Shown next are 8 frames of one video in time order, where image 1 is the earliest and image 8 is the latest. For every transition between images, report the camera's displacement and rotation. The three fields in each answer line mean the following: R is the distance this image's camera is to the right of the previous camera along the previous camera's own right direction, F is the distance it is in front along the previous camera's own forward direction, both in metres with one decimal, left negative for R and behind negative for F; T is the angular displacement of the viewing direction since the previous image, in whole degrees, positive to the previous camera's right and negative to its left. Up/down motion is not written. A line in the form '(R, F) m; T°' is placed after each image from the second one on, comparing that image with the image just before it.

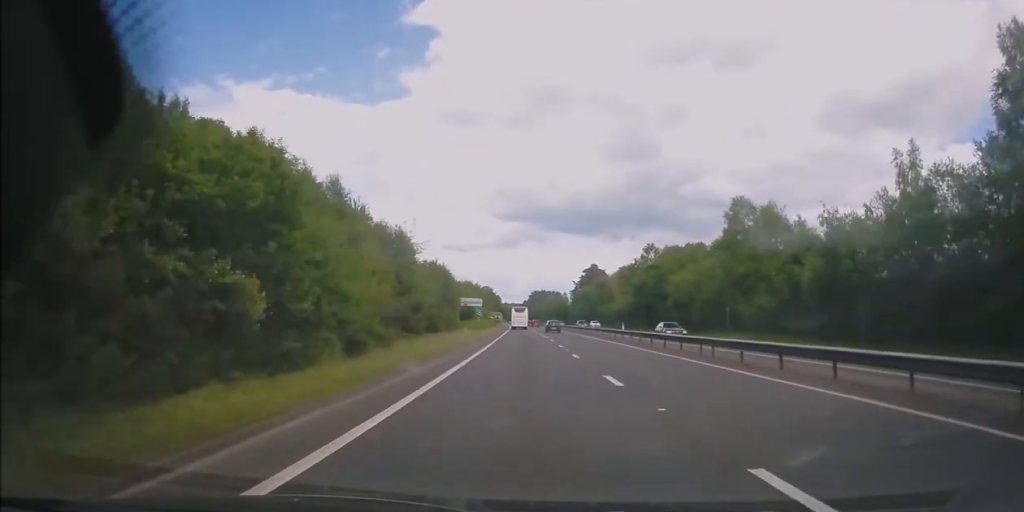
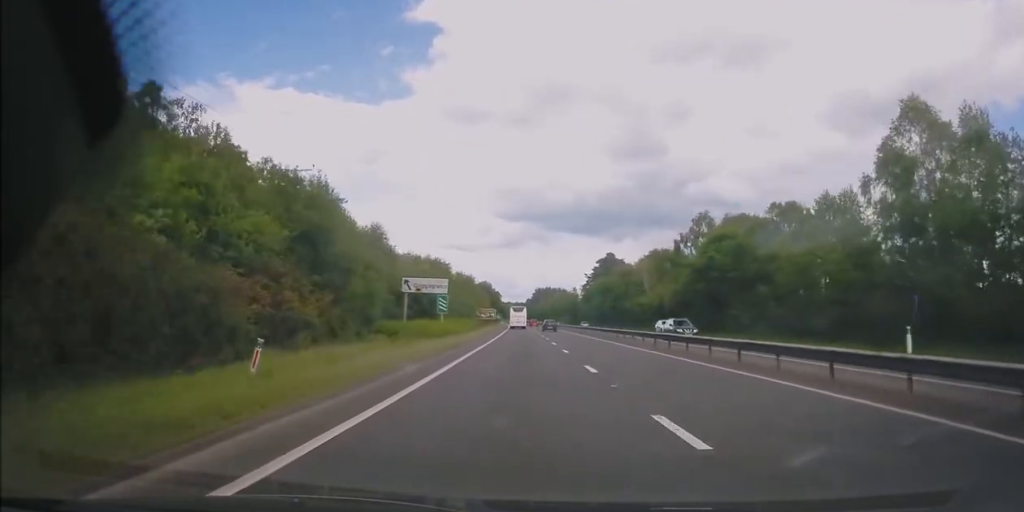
(-0.4, +33.7) m; -1°
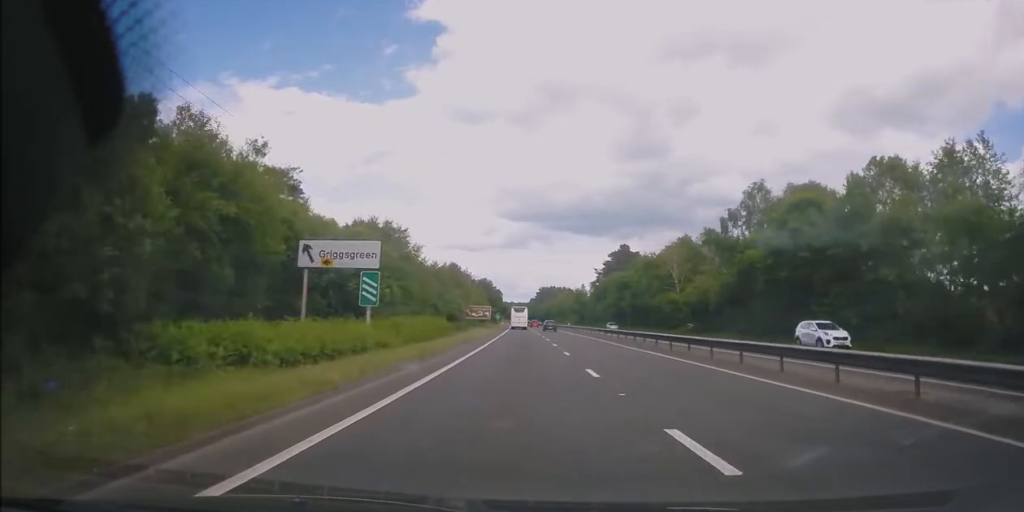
(-0.2, +20.5) m; 0°
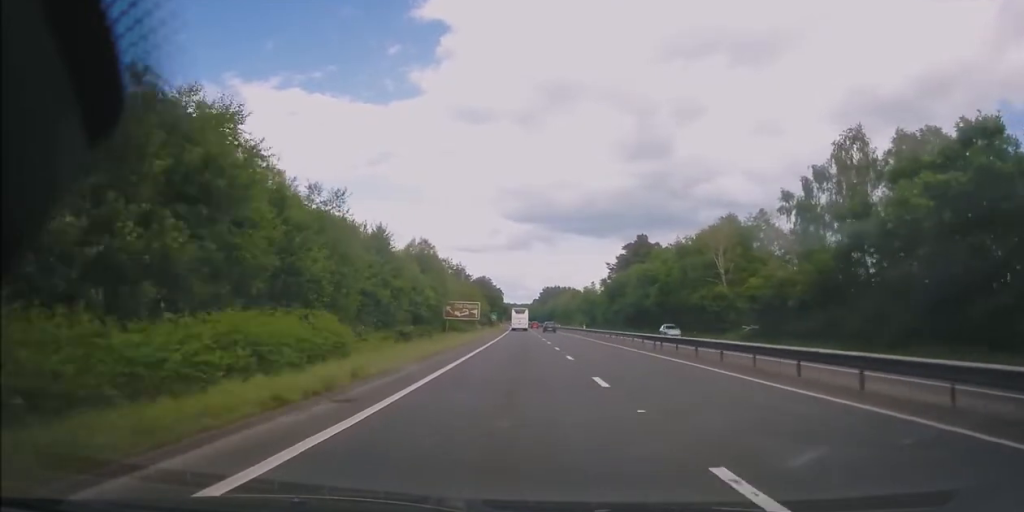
(+0.3, +20.3) m; +1°
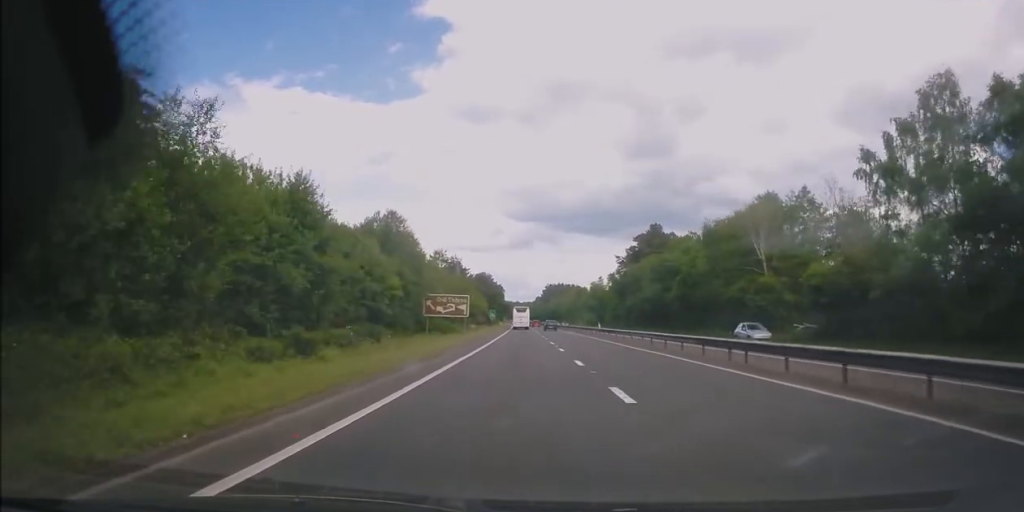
(0.0, +11.9) m; 0°
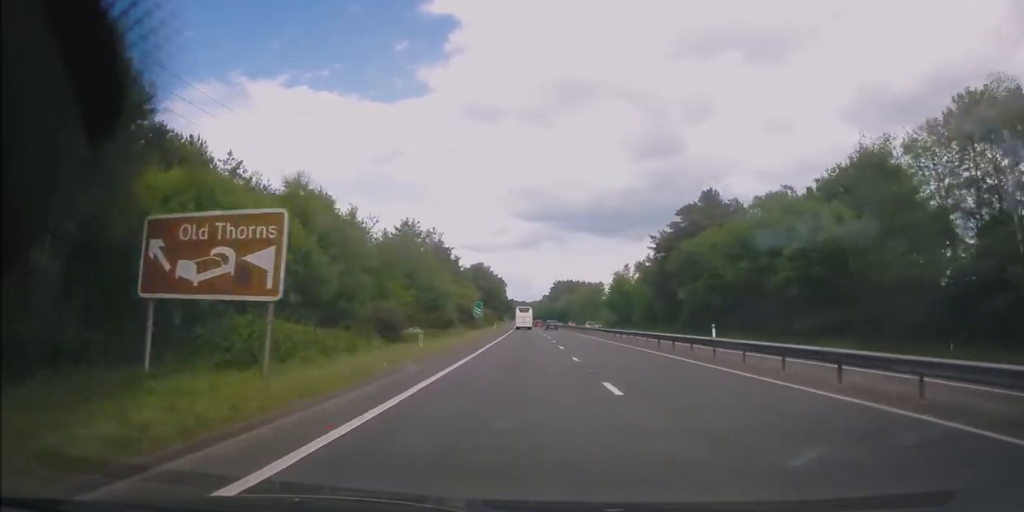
(-0.4, +33.2) m; -1°
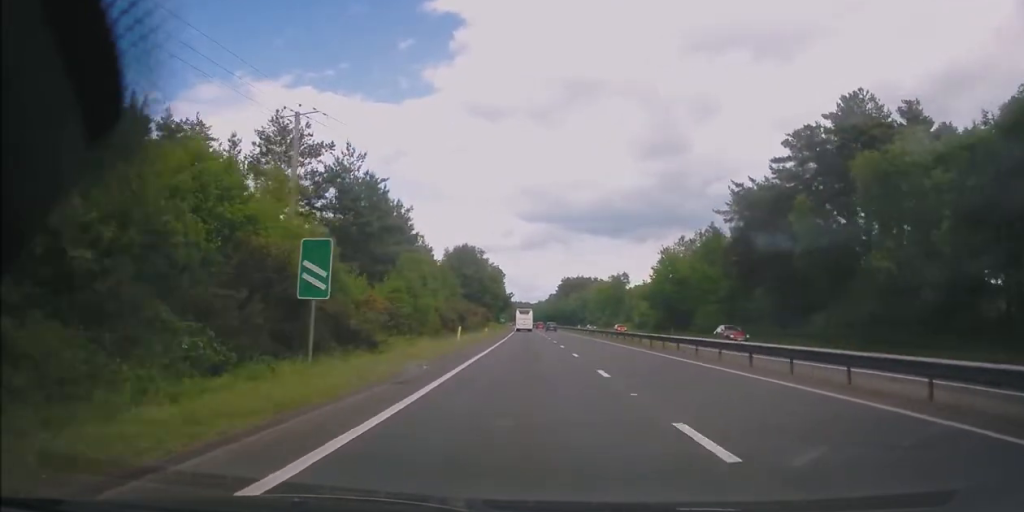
(-0.2, +41.7) m; 0°
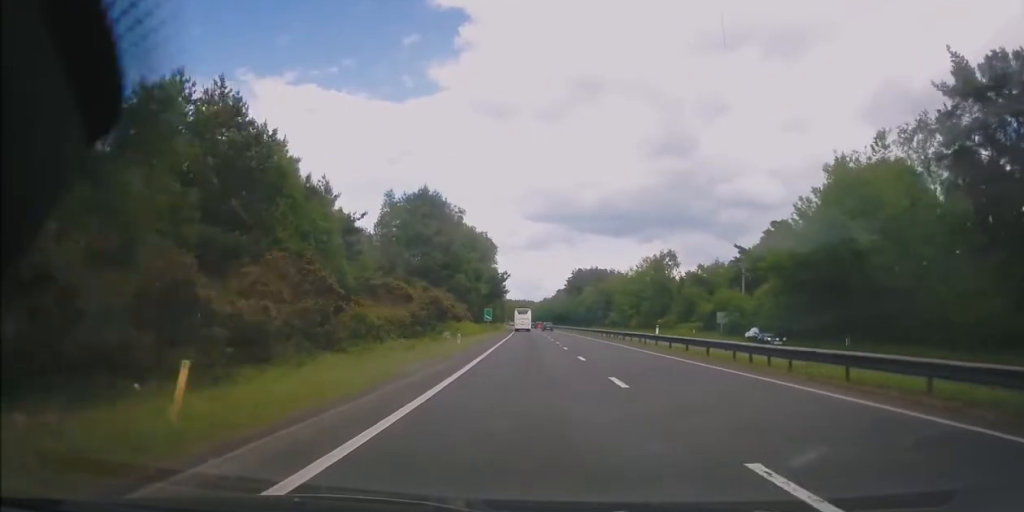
(-0.1, +47.7) m; -1°
